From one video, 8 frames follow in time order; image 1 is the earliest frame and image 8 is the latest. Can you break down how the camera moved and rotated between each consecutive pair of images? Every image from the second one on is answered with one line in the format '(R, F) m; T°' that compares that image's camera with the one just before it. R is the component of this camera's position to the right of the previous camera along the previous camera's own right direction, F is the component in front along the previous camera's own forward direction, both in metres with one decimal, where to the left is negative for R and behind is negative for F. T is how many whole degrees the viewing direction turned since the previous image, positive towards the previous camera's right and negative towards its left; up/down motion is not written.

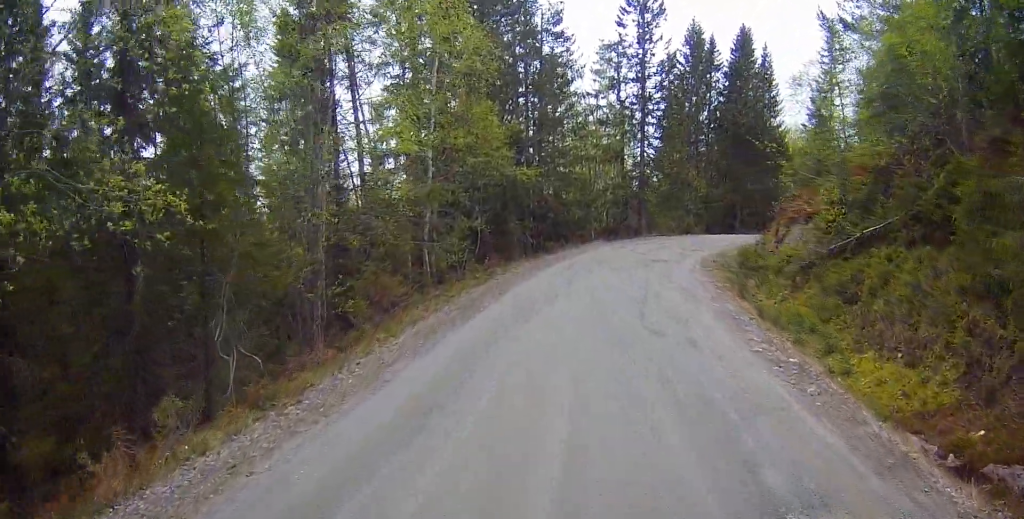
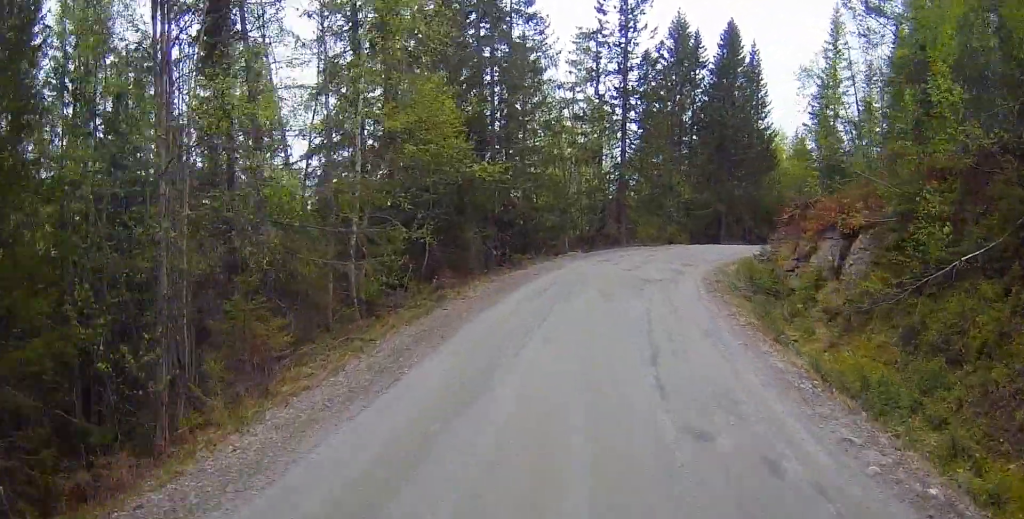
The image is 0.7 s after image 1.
(0.0, +4.0) m; +2°
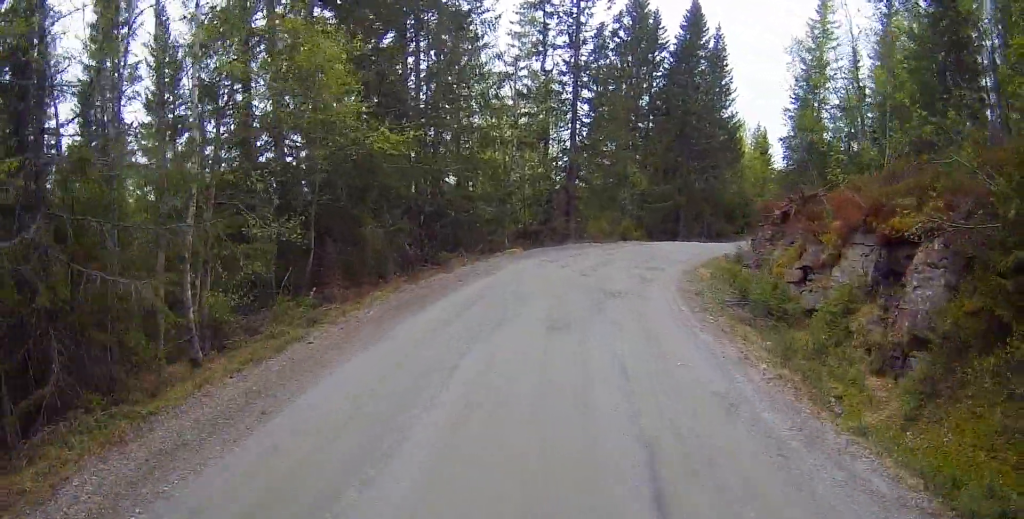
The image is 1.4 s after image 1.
(+0.1, +4.2) m; +3°
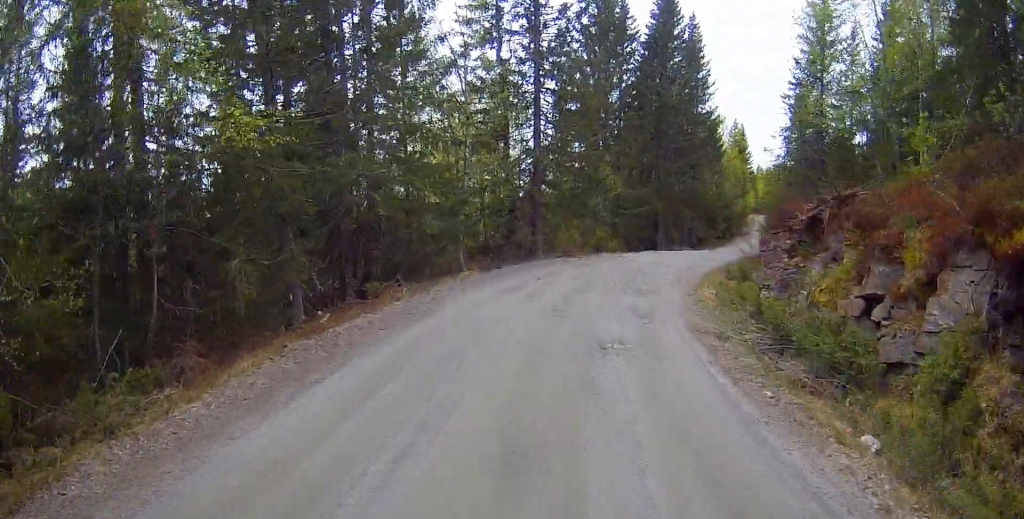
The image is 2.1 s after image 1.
(+0.1, +4.5) m; +3°
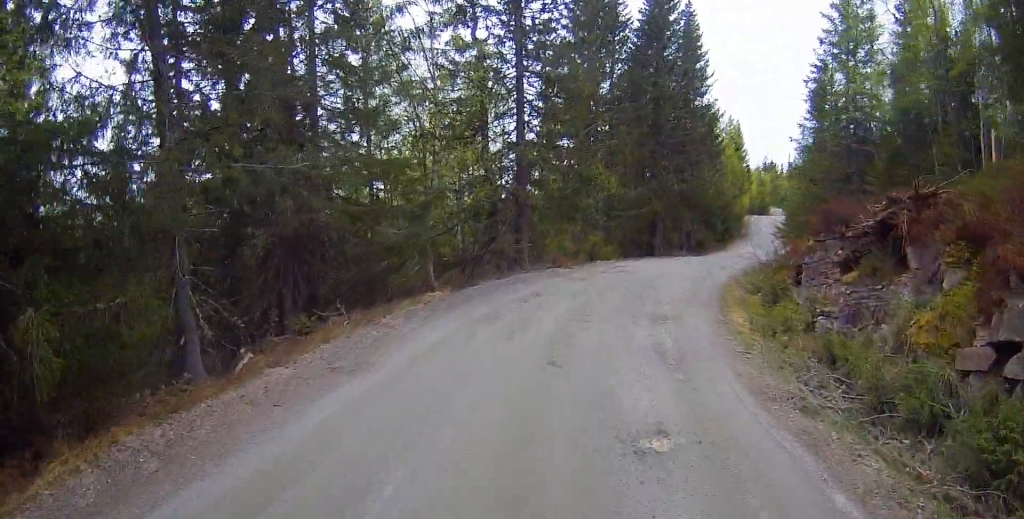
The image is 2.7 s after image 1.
(+0.2, +3.8) m; +1°
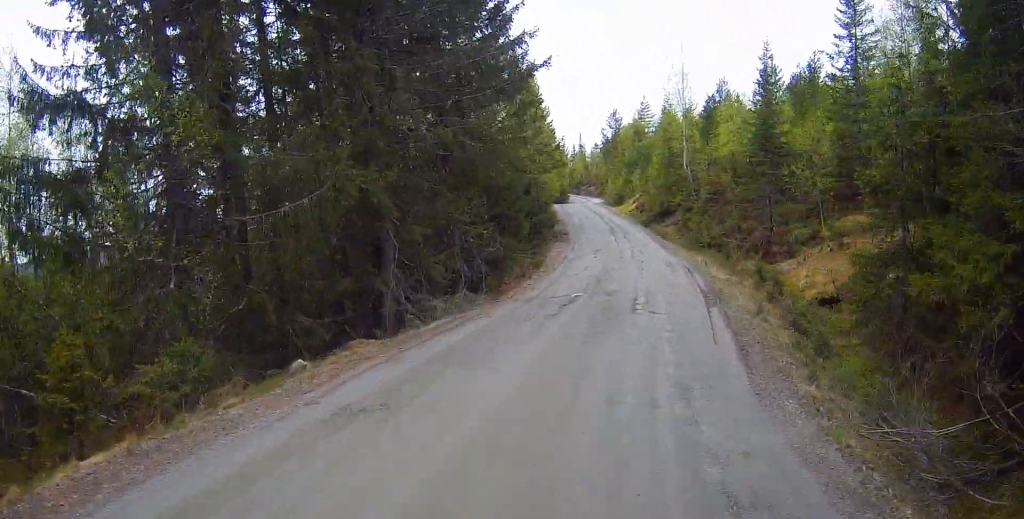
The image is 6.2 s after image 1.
(+3.2, +21.3) m; +17°
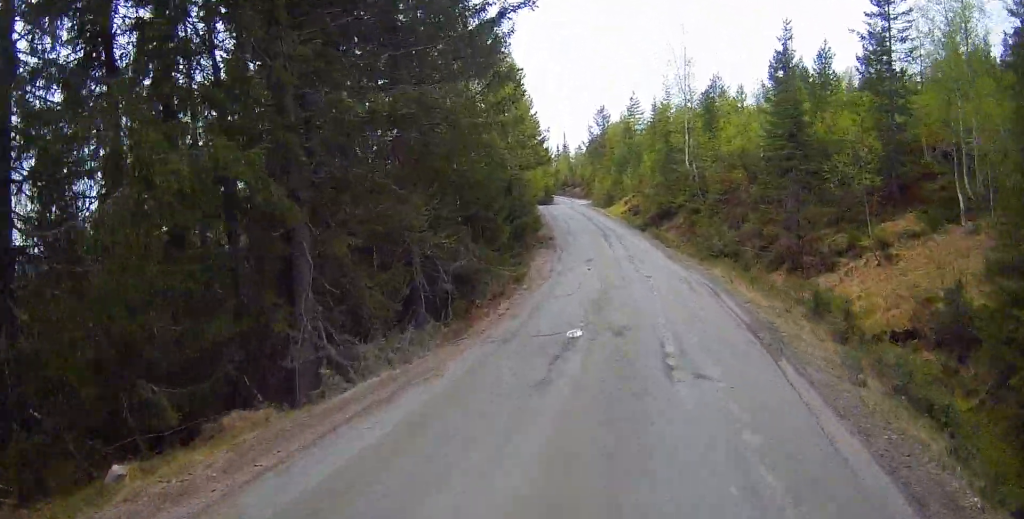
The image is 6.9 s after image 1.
(+0.3, +4.3) m; +2°
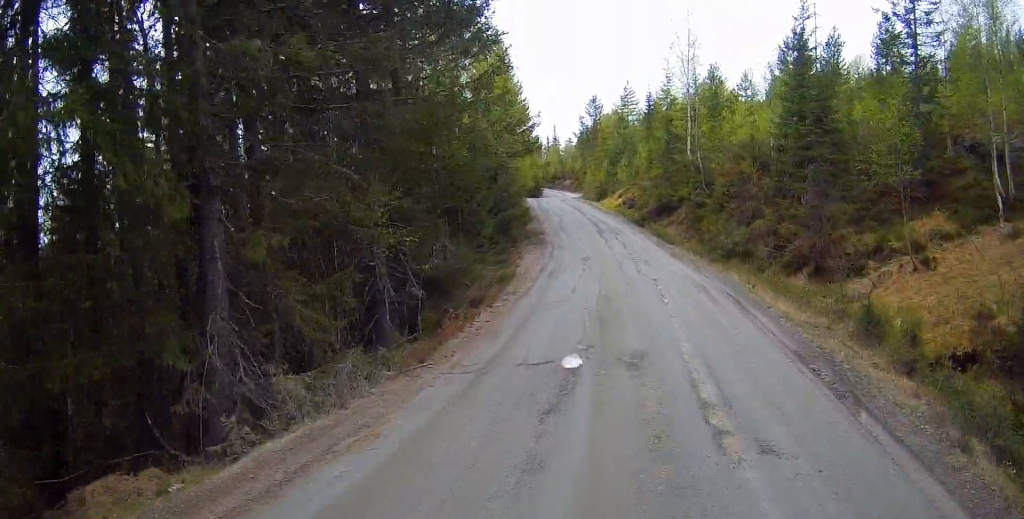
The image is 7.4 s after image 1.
(-0.1, +2.4) m; +1°
